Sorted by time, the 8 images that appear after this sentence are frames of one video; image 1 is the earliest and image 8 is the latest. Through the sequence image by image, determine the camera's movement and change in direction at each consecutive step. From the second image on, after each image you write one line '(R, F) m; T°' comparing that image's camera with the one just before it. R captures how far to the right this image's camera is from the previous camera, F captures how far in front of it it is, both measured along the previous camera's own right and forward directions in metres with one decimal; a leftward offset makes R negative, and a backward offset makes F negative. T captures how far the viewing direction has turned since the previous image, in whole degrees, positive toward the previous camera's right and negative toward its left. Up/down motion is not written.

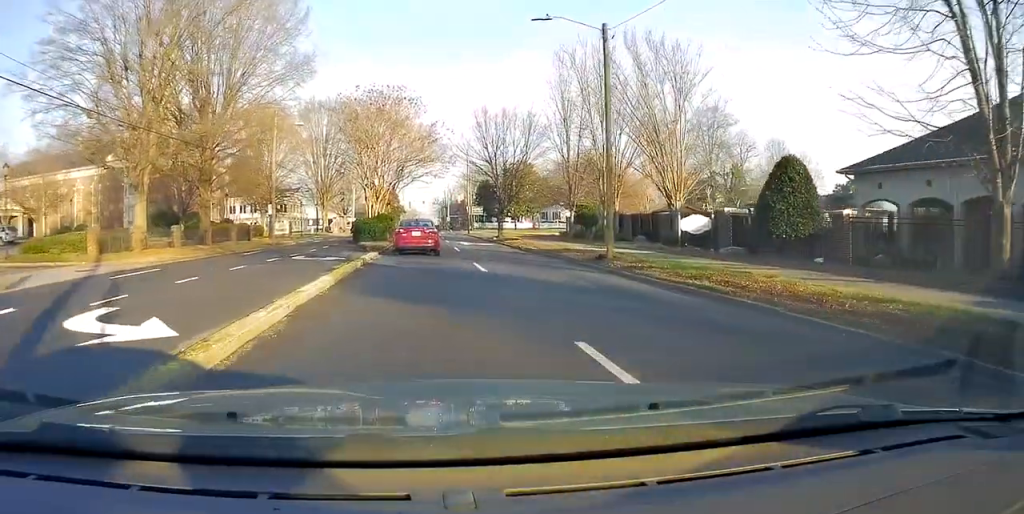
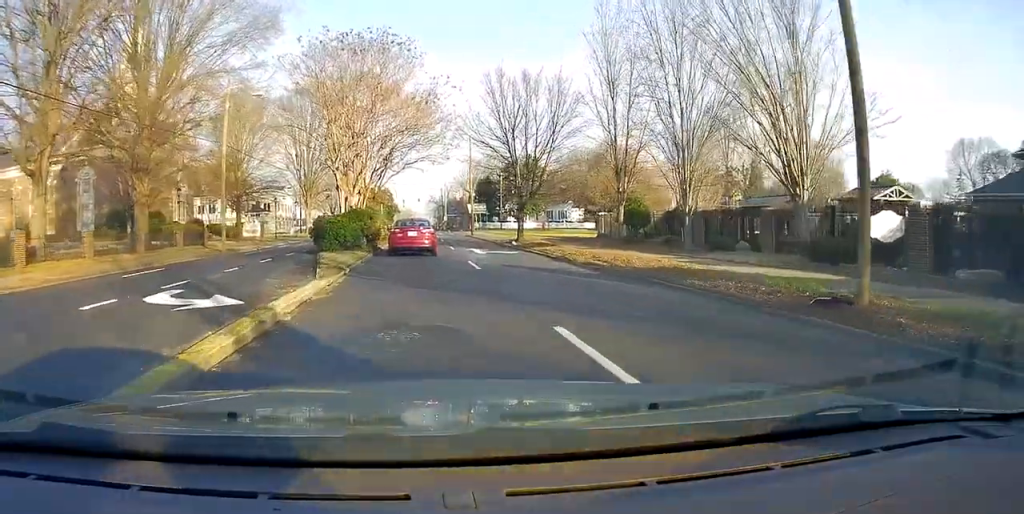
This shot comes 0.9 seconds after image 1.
(-0.2, +11.6) m; -3°
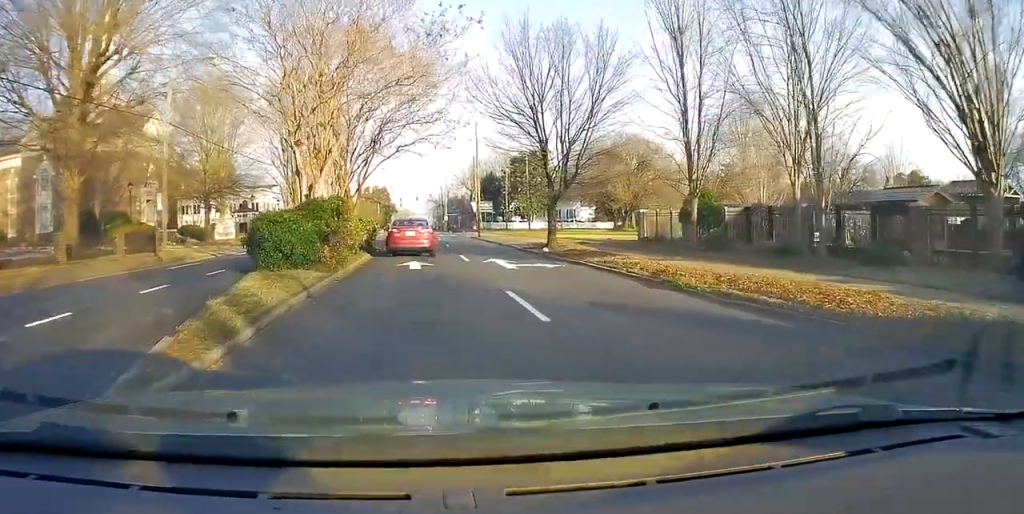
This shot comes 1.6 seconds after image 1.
(-0.7, +8.9) m; 0°
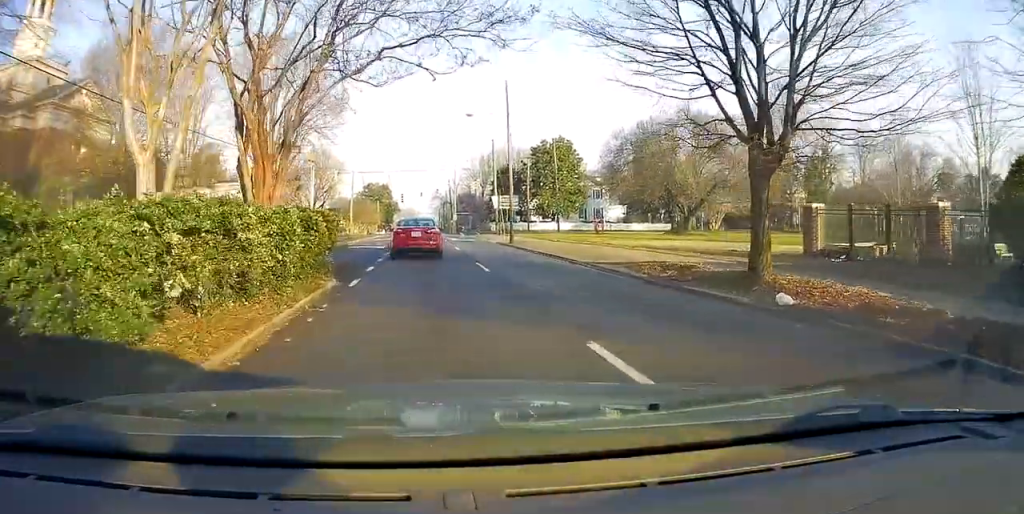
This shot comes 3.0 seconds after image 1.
(+1.3, +16.3) m; +3°
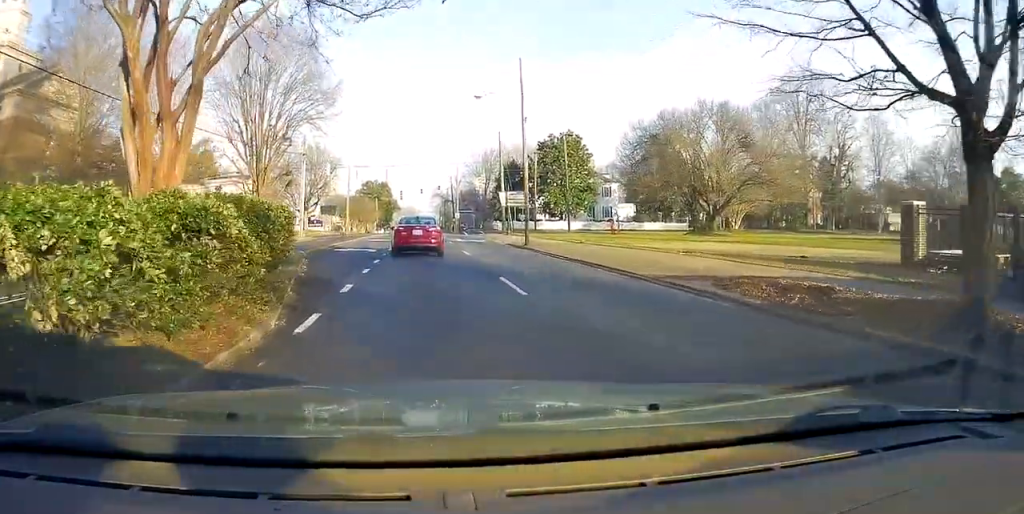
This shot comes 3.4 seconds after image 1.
(+0.1, +5.3) m; -2°
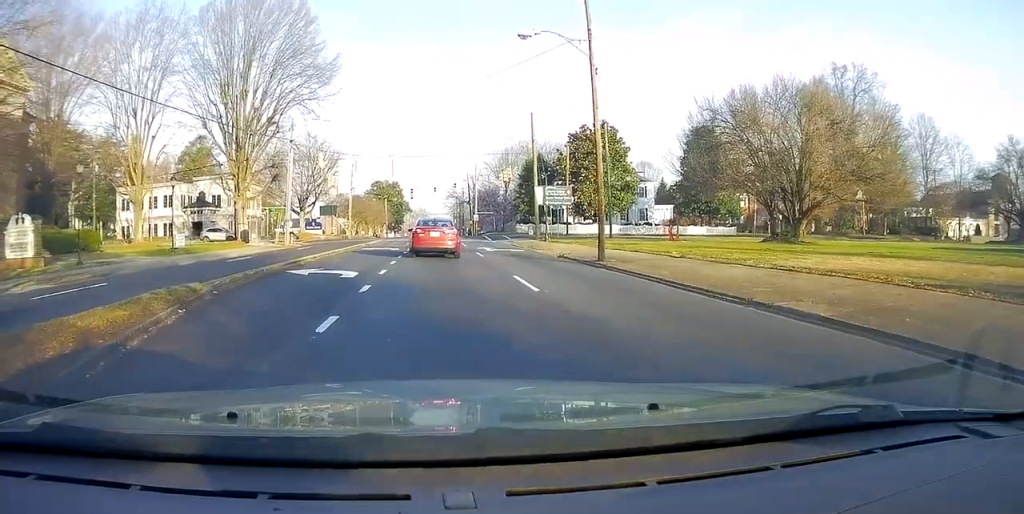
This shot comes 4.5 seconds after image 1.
(-0.7, +11.4) m; -2°
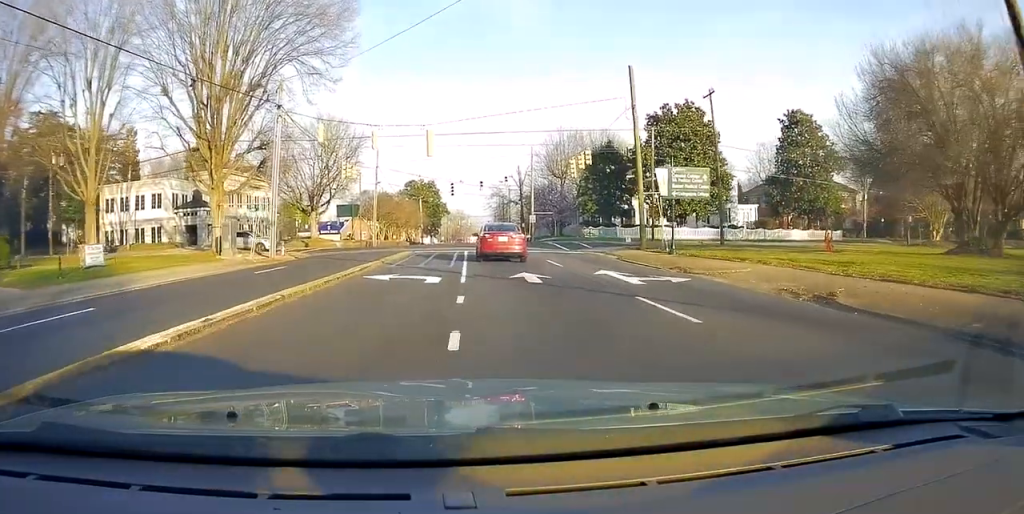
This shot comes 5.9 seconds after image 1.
(+0.3, +15.0) m; +1°
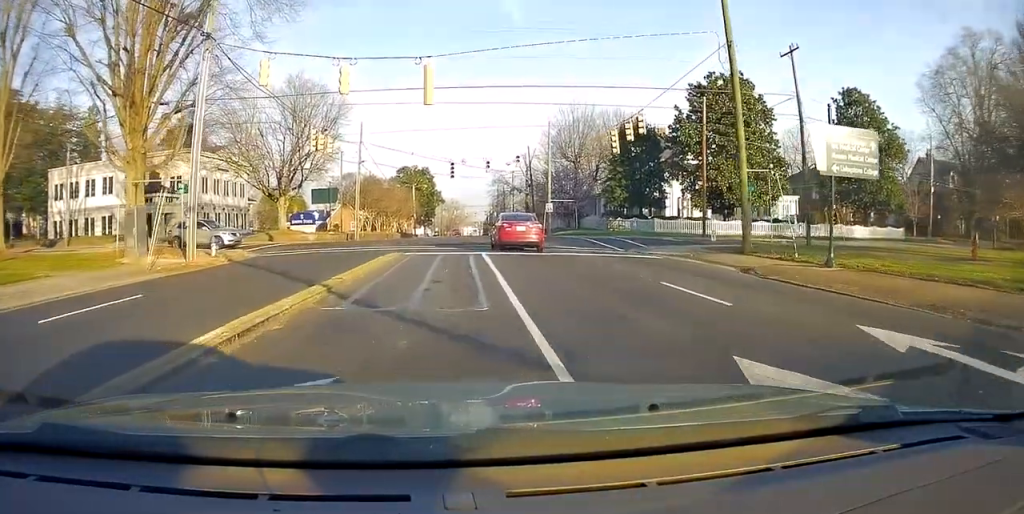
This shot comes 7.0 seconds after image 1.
(0.0, +10.8) m; 0°
